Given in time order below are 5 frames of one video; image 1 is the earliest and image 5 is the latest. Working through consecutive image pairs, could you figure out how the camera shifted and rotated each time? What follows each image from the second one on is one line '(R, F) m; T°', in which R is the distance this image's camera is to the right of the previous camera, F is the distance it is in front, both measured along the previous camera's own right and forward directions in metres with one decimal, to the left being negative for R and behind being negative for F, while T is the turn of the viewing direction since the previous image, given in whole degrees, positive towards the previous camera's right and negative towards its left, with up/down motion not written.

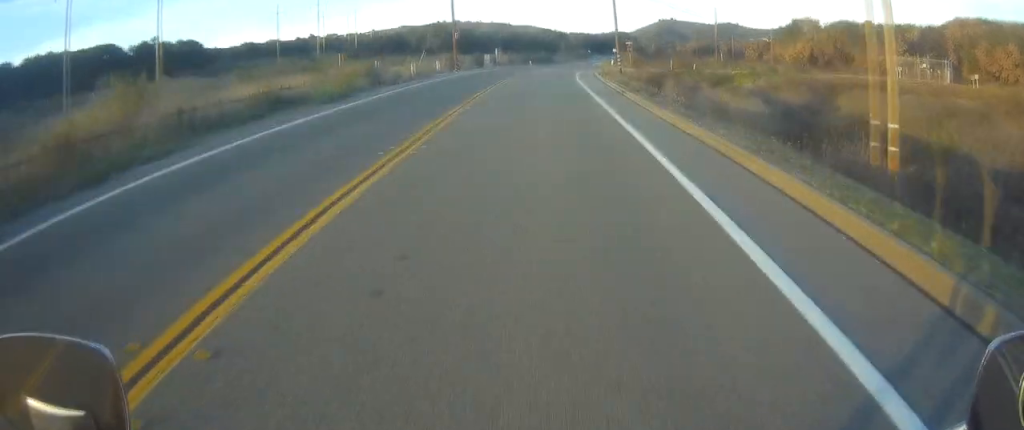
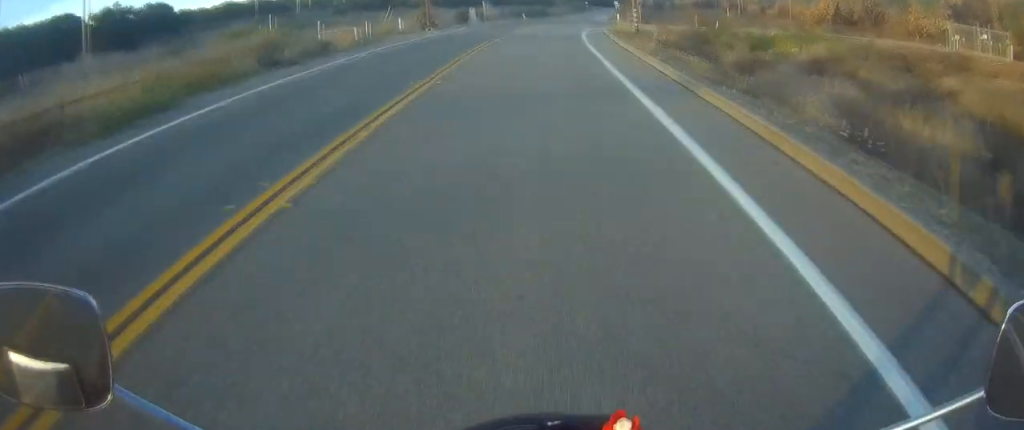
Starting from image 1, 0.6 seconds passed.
(+0.2, +12.9) m; 0°
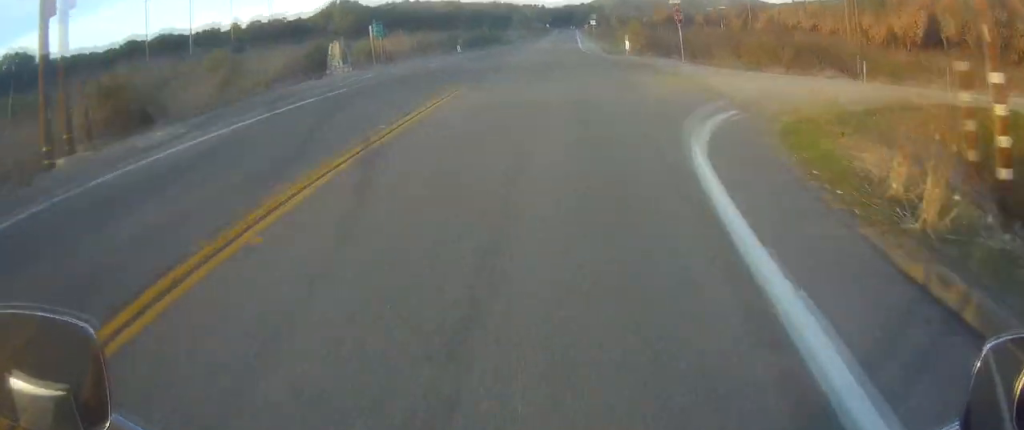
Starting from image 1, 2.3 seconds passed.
(-0.6, +37.8) m; +2°
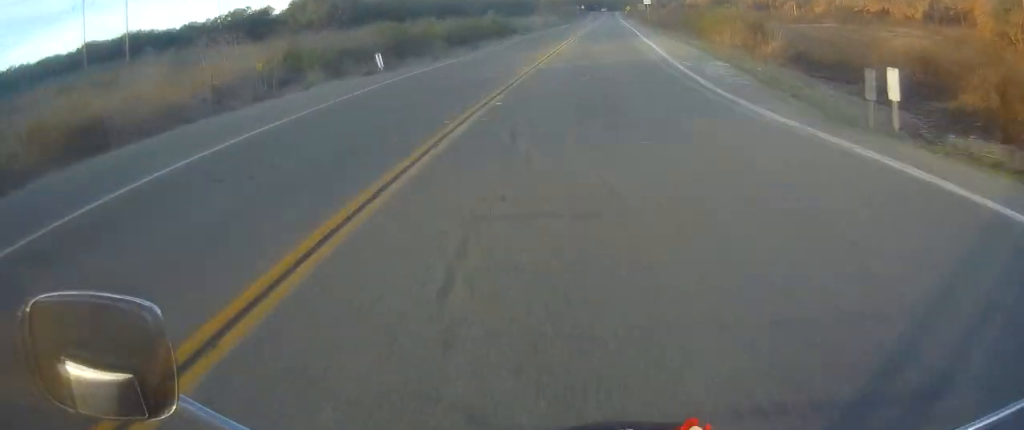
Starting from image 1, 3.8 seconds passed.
(+2.0, +34.8) m; +5°
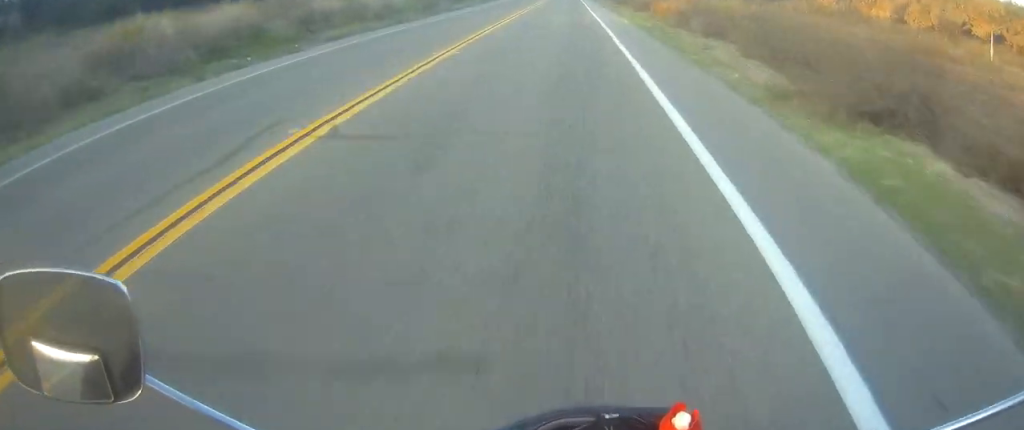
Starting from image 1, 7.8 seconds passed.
(-0.6, +80.9) m; -1°
